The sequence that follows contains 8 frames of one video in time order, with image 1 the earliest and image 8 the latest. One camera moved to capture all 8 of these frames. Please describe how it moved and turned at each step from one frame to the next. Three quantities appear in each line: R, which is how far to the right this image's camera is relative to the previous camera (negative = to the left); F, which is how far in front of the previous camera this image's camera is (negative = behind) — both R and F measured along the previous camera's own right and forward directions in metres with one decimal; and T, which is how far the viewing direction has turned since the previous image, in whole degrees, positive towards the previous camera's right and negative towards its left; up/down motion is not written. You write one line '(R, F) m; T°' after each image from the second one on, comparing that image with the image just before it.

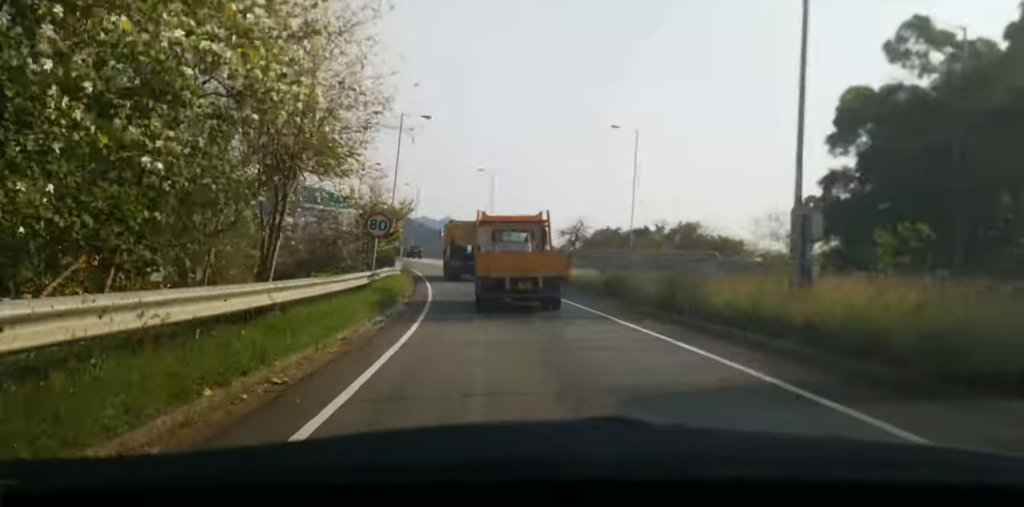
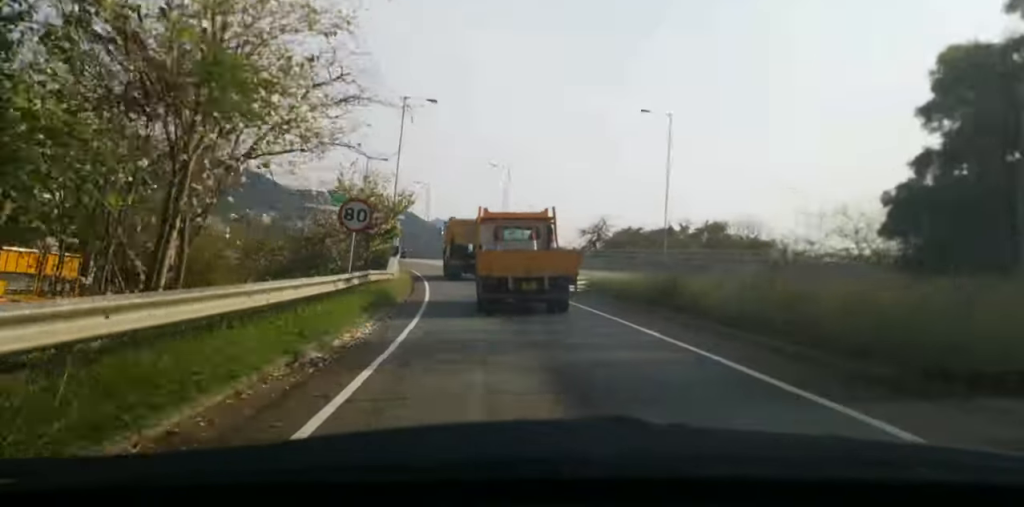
(-0.1, +6.8) m; -2°
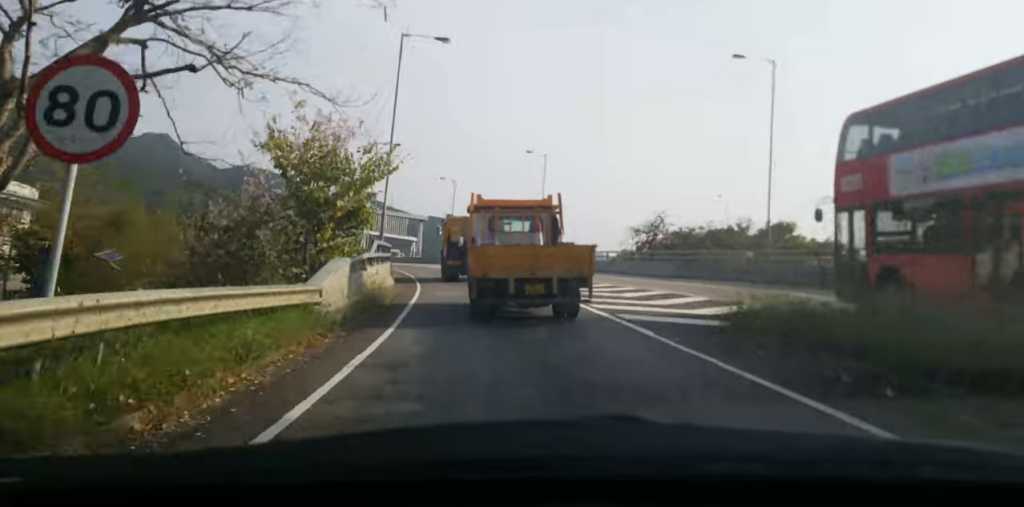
(-0.7, +15.5) m; -3°
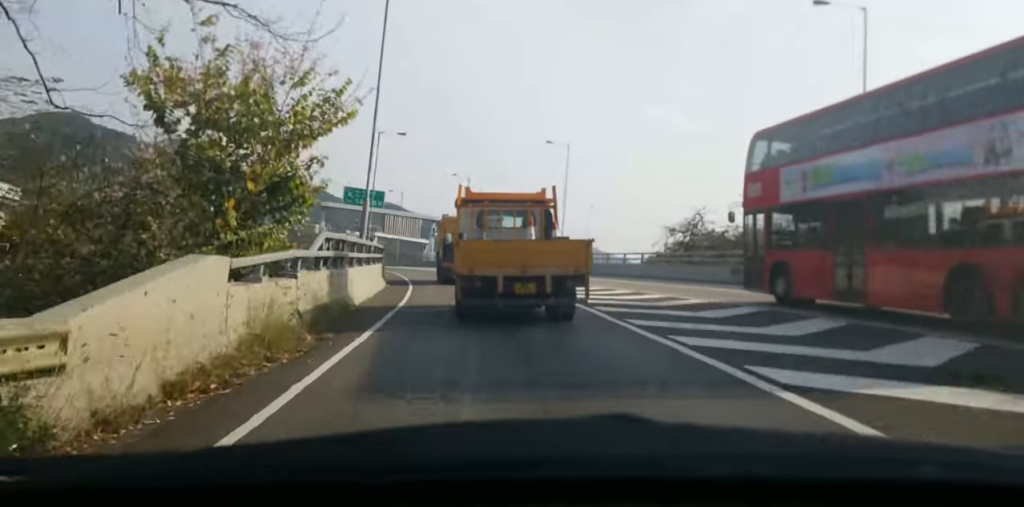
(-0.1, +8.1) m; -1°
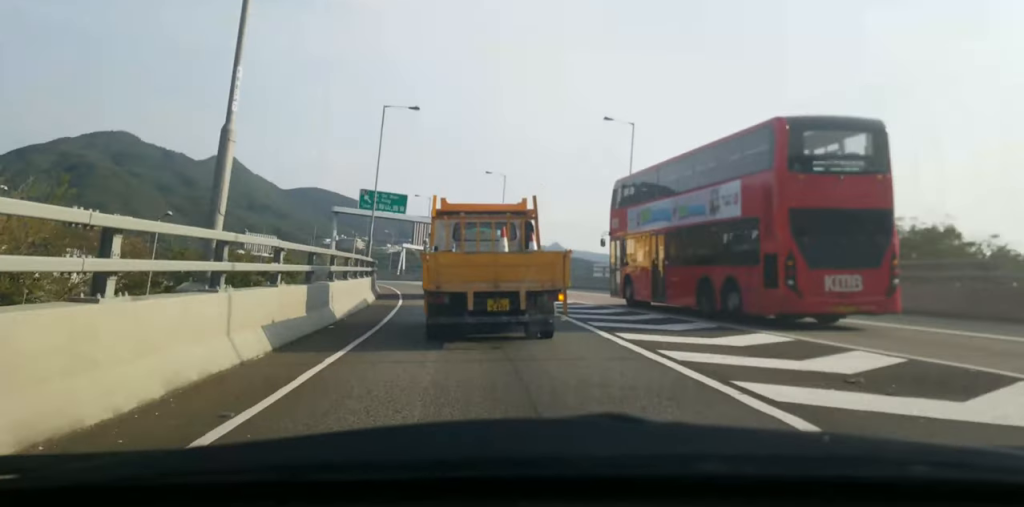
(-0.5, +16.8) m; -4°
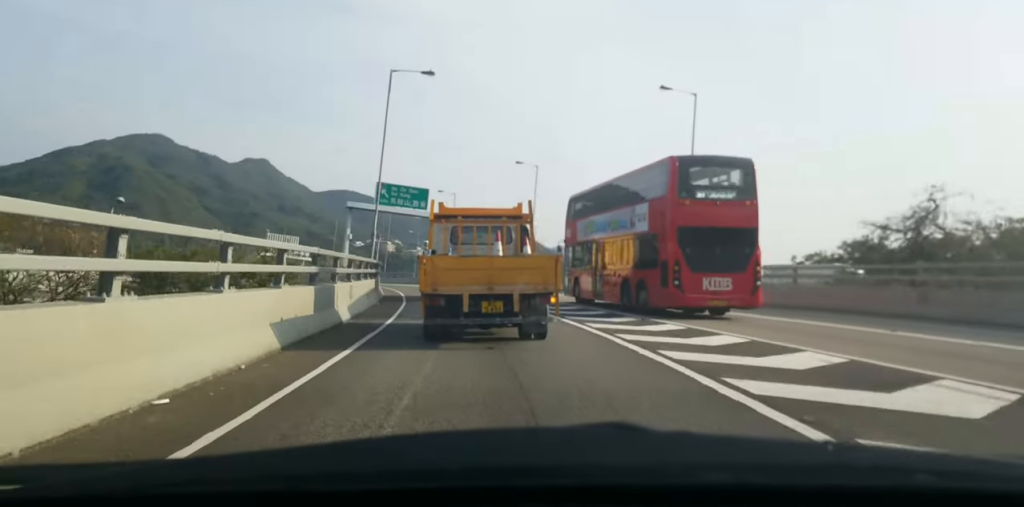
(-0.2, +10.2) m; -1°
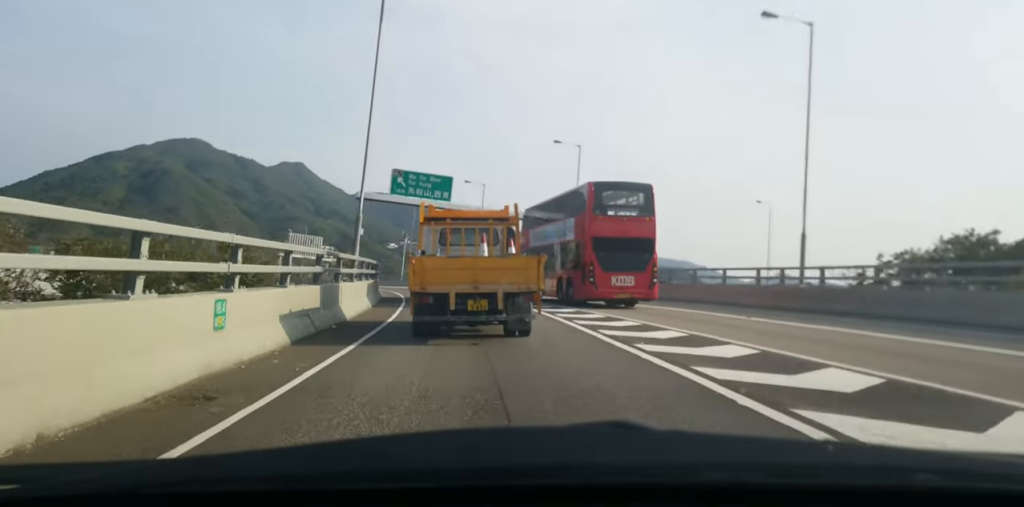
(+0.2, +11.9) m; -1°
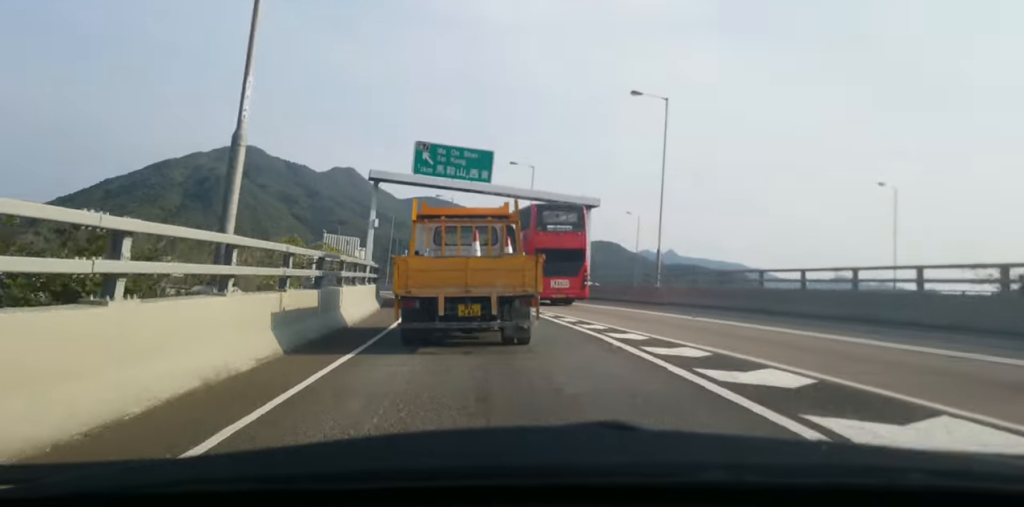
(-0.8, +15.7) m; -5°
